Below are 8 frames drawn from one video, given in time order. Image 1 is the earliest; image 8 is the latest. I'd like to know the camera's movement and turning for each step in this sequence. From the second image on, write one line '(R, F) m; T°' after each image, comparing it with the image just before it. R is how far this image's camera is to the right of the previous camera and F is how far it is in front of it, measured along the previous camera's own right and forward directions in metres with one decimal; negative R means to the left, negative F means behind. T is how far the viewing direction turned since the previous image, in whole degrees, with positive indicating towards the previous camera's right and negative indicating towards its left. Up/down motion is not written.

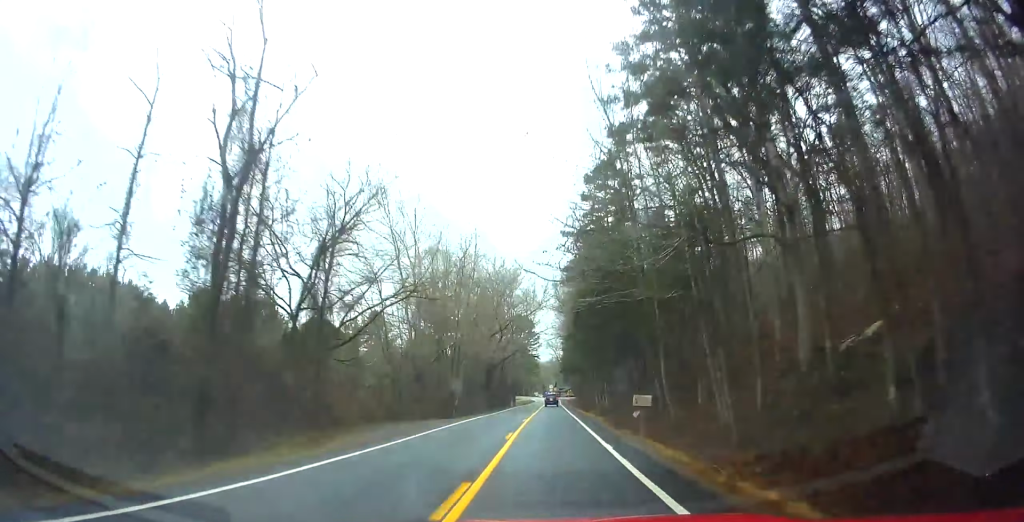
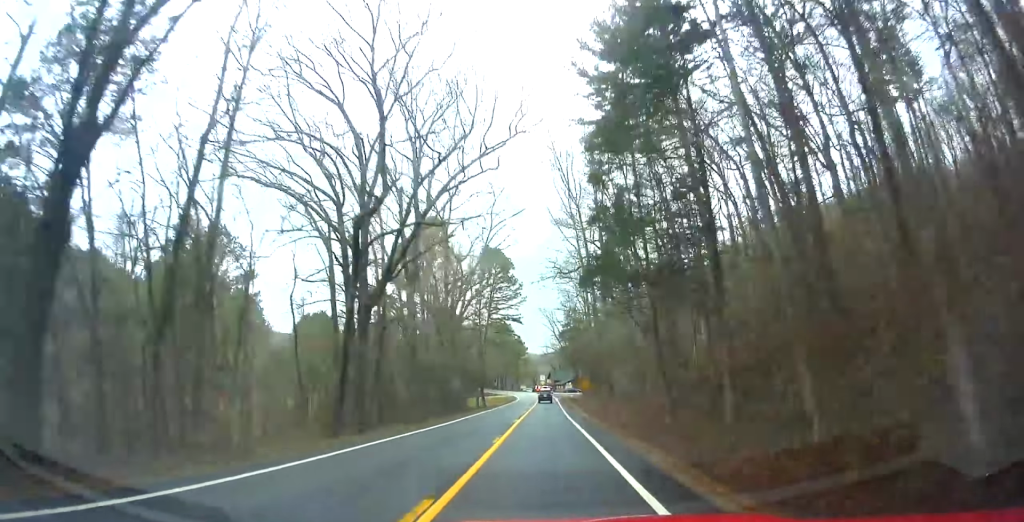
(-0.5, +63.5) m; +1°
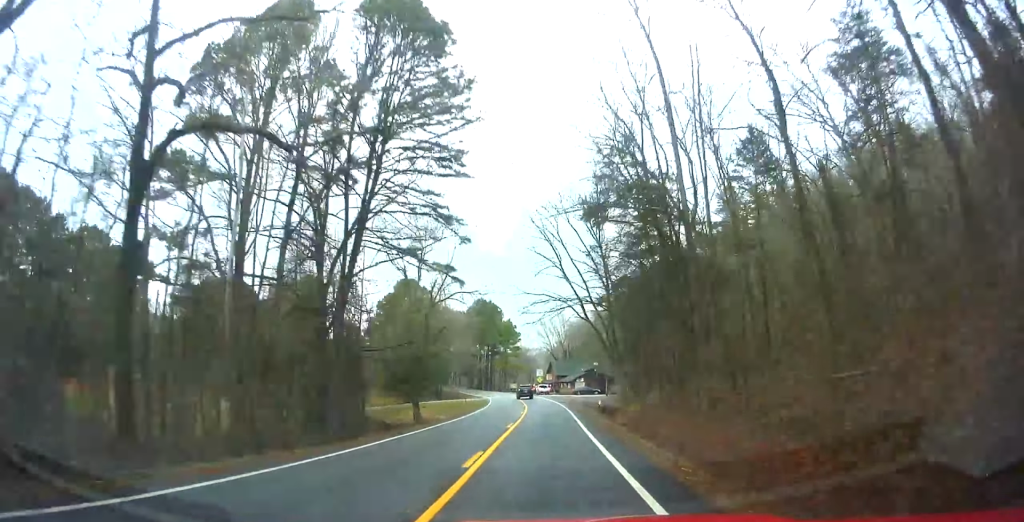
(+1.2, +55.8) m; 0°
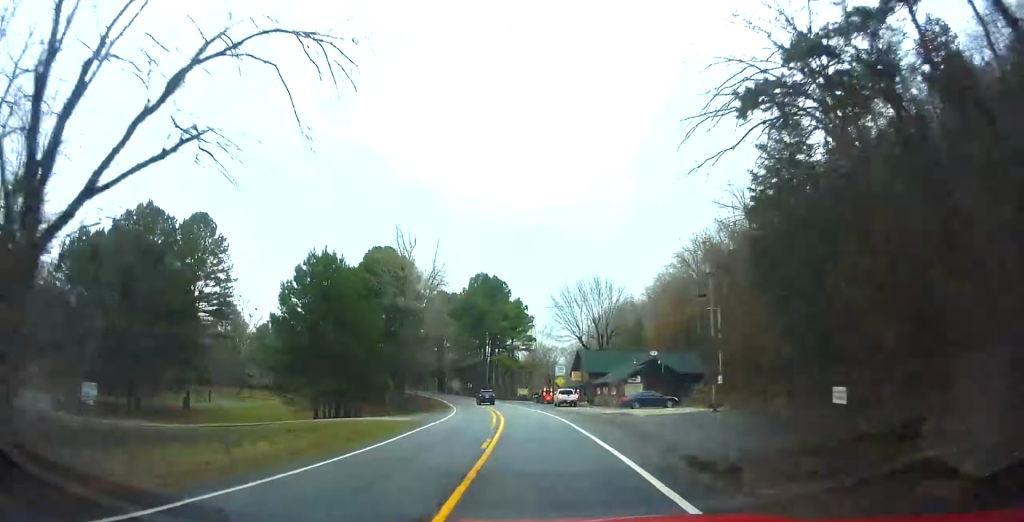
(-0.9, +45.8) m; -4°
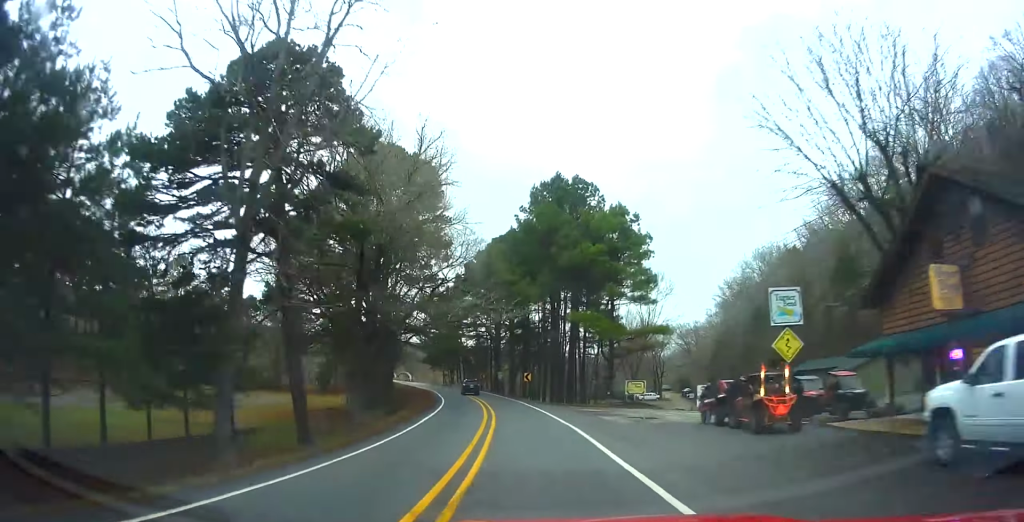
(-2.5, +56.1) m; -7°
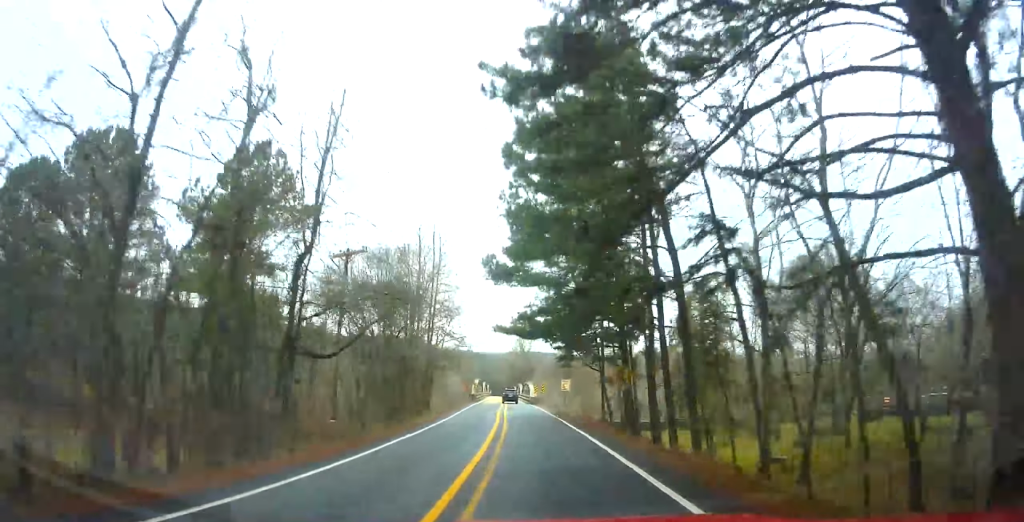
(-10.6, +94.1) m; -13°
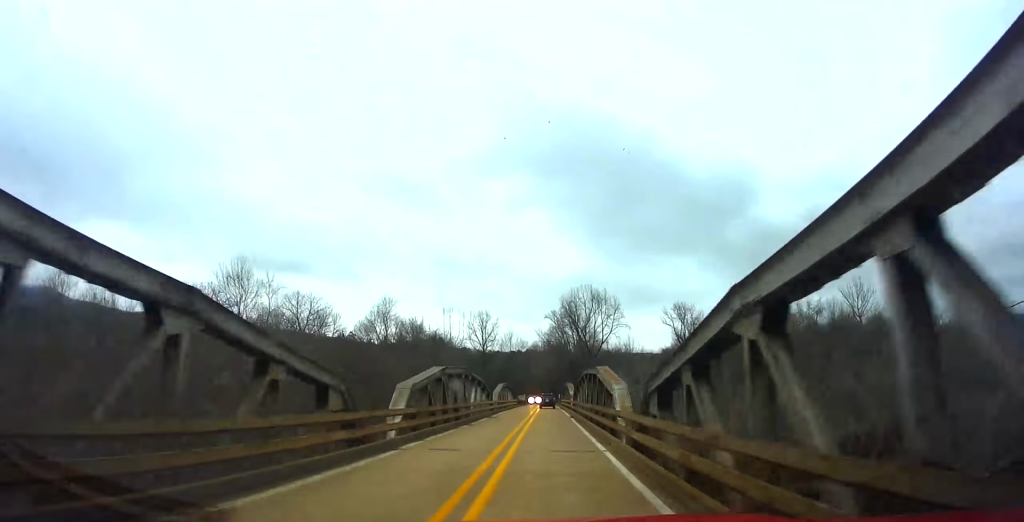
(-8.1, +84.7) m; -8°
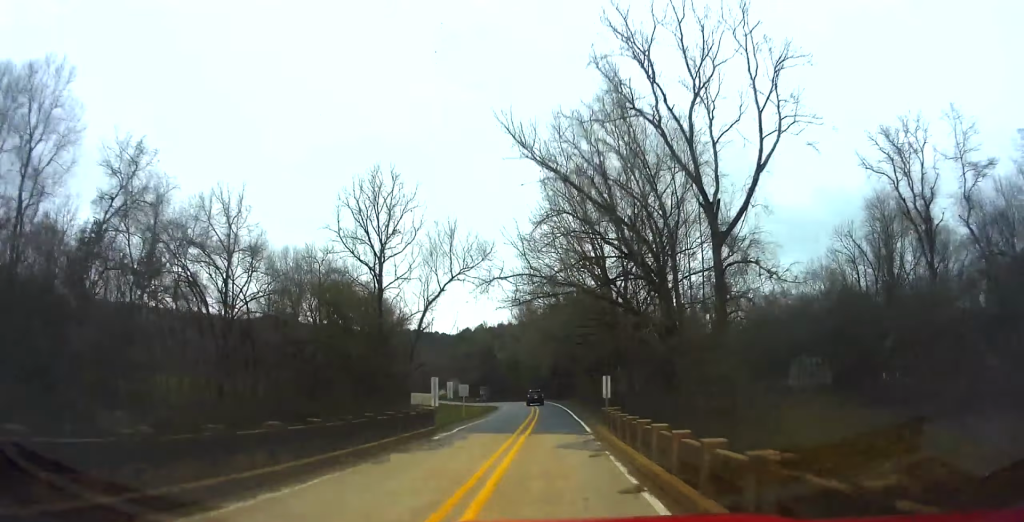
(-3.0, +95.2) m; -3°
